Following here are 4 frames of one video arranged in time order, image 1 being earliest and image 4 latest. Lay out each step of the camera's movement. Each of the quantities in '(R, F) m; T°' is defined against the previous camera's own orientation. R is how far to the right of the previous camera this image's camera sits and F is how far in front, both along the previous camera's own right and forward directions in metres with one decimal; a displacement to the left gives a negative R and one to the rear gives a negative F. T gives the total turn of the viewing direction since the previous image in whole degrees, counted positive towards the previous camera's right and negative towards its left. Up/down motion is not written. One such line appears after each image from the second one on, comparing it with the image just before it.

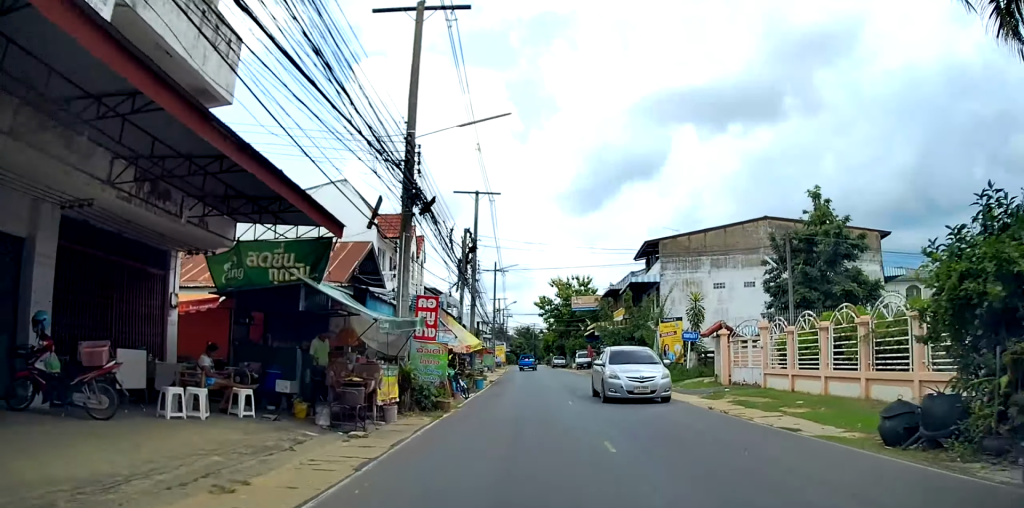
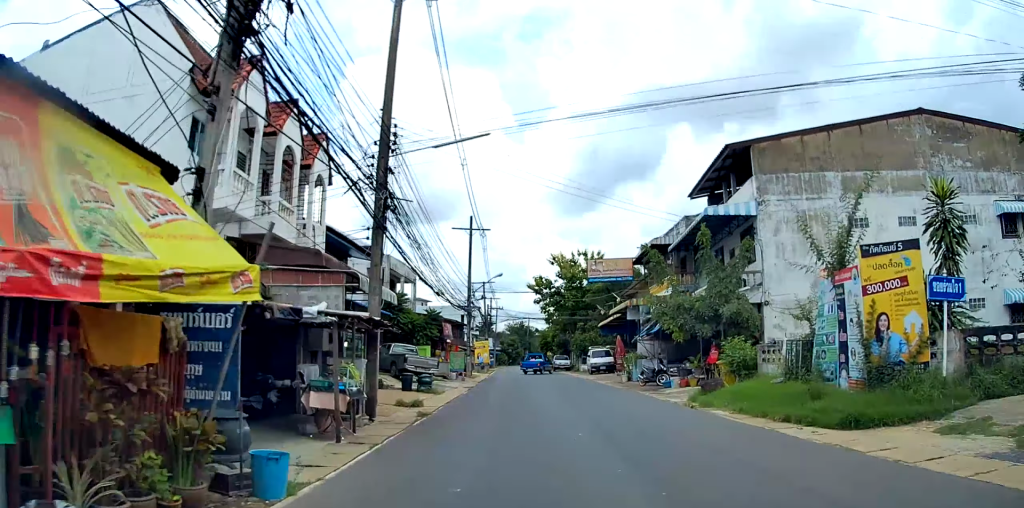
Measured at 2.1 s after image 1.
(+0.2, +21.8) m; -1°
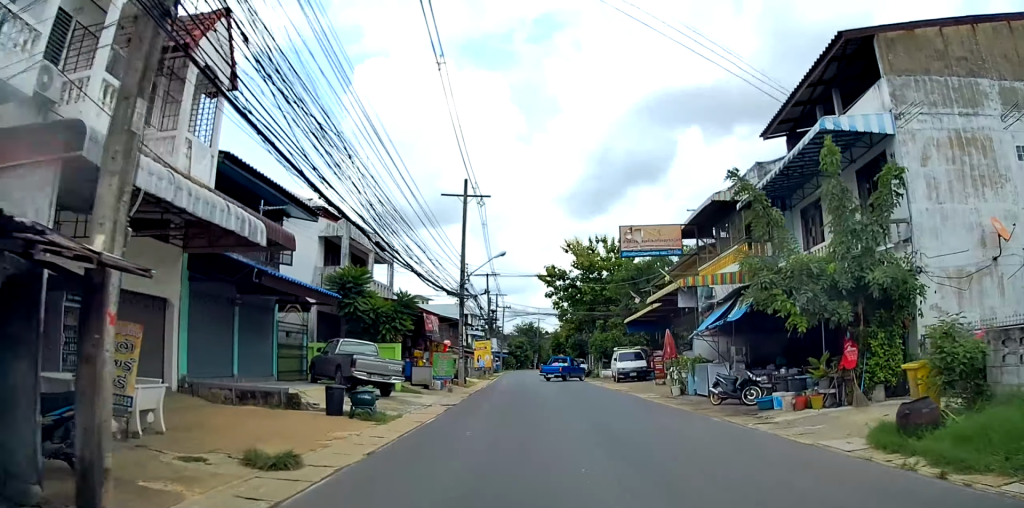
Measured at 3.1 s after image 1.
(-0.2, +10.5) m; -2°
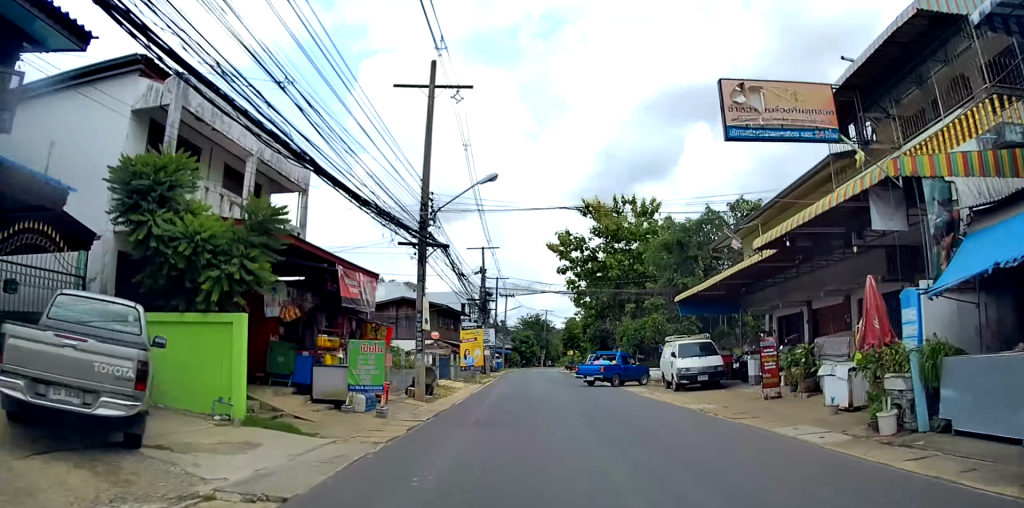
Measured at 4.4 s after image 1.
(-0.3, +14.3) m; -2°
